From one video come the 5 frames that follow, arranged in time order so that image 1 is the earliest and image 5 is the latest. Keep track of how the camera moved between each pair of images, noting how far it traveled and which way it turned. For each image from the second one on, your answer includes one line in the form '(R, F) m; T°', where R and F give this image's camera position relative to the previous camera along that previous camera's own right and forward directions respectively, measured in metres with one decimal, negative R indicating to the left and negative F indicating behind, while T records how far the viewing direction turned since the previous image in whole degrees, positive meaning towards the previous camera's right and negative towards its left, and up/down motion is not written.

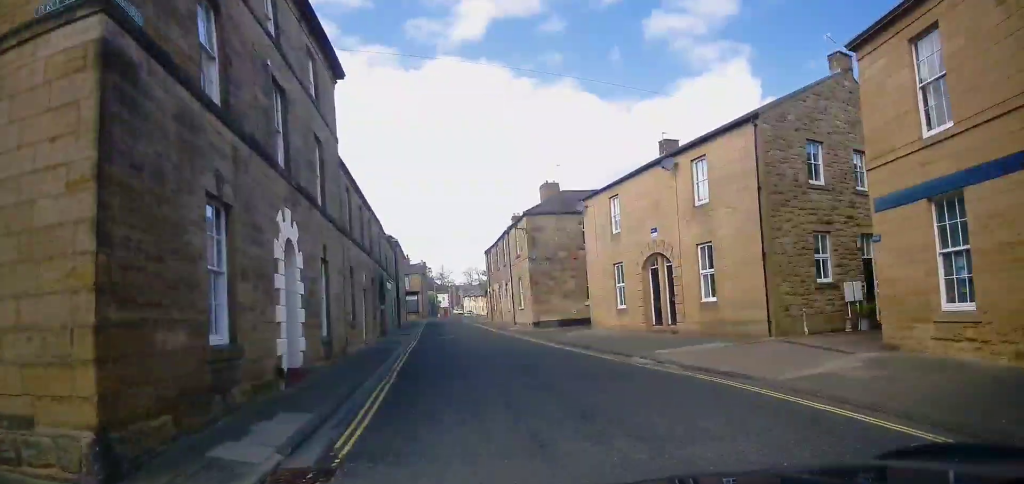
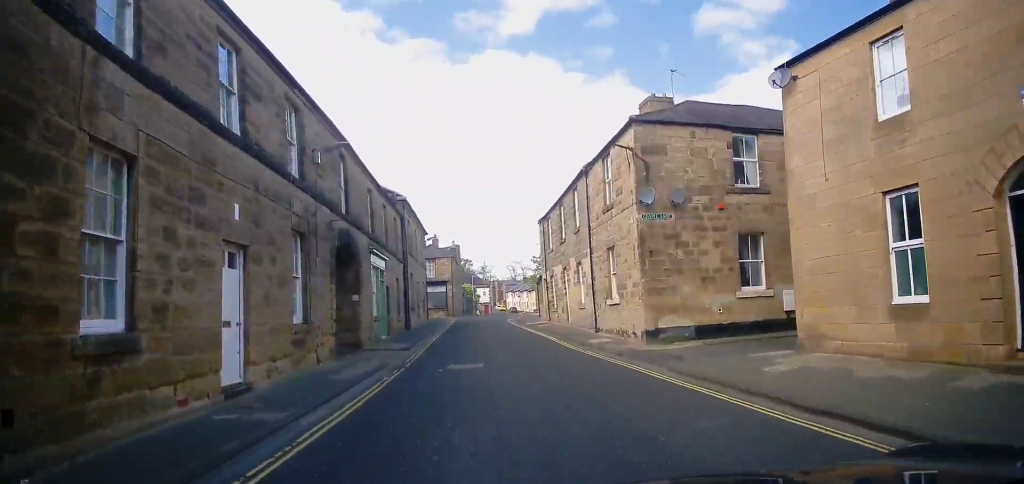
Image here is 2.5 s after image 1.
(+1.0, +15.9) m; +4°
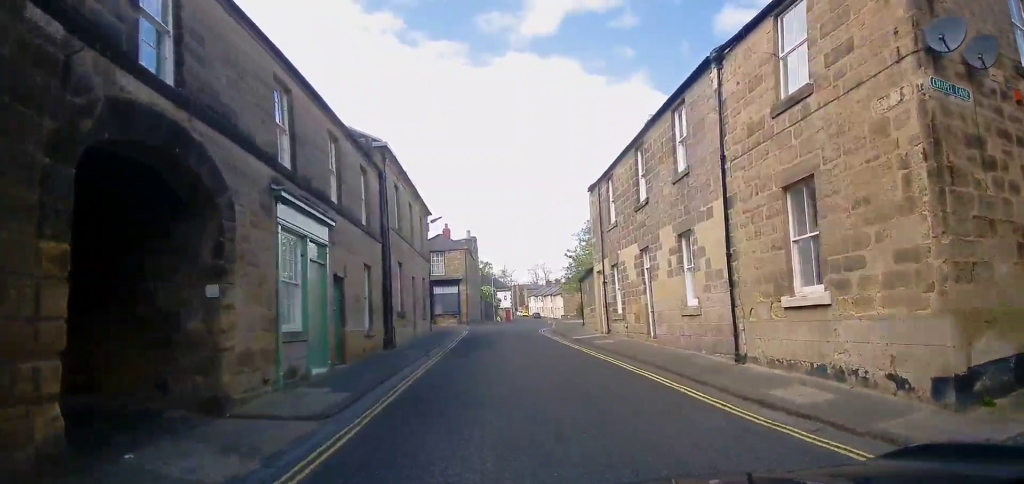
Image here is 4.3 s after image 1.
(-0.9, +10.7) m; -9°
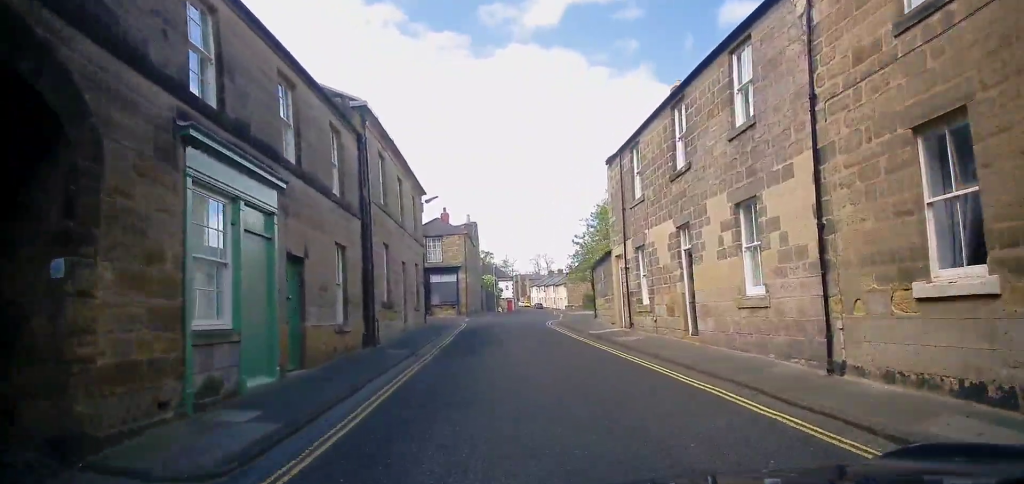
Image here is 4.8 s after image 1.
(0.0, +3.1) m; -1°
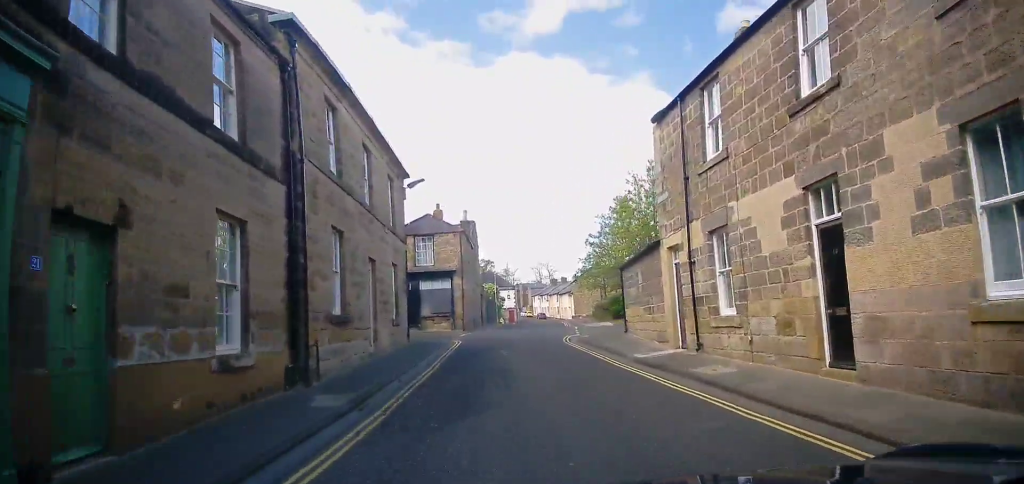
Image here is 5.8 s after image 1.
(0.0, +6.0) m; 0°
